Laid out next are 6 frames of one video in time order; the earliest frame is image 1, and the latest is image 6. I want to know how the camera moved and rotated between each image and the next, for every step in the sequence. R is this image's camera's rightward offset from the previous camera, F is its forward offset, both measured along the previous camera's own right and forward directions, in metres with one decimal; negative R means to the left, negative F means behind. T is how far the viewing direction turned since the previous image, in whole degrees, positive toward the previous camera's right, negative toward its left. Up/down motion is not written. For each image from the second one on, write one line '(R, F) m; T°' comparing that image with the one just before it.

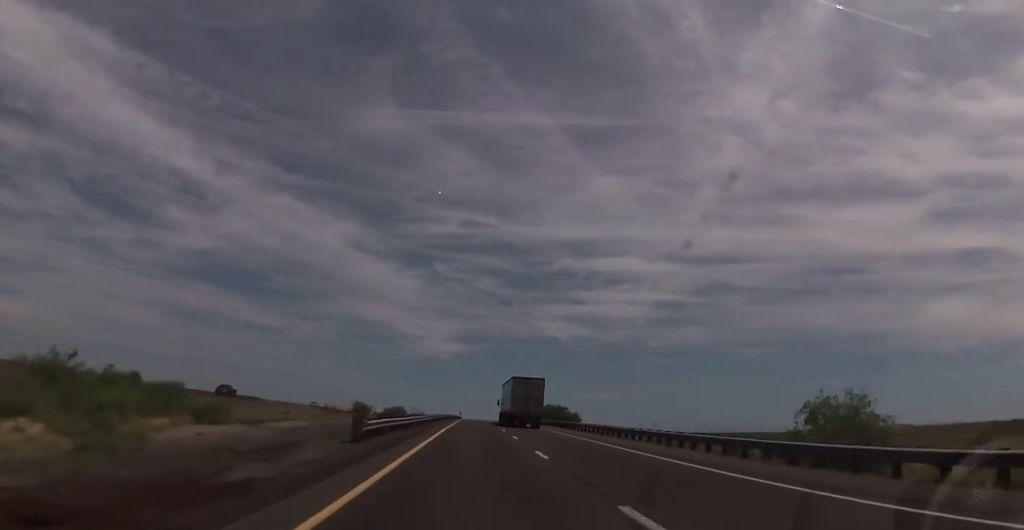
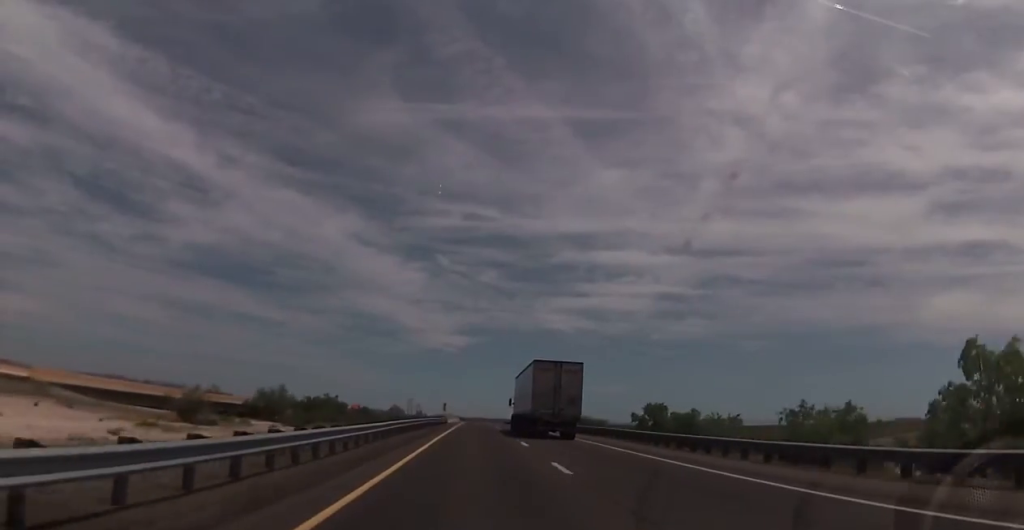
(+0.2, +113.2) m; -1°
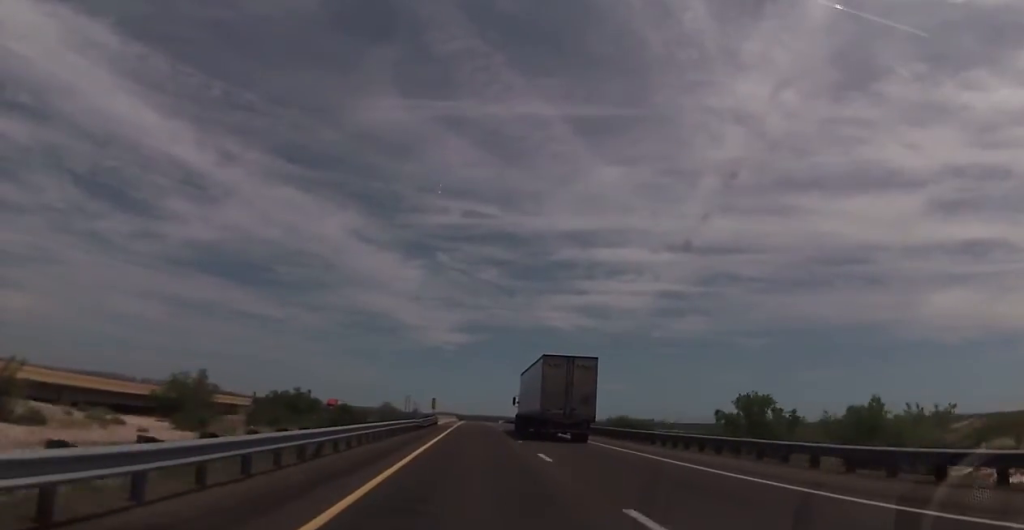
(-0.1, +20.5) m; 0°
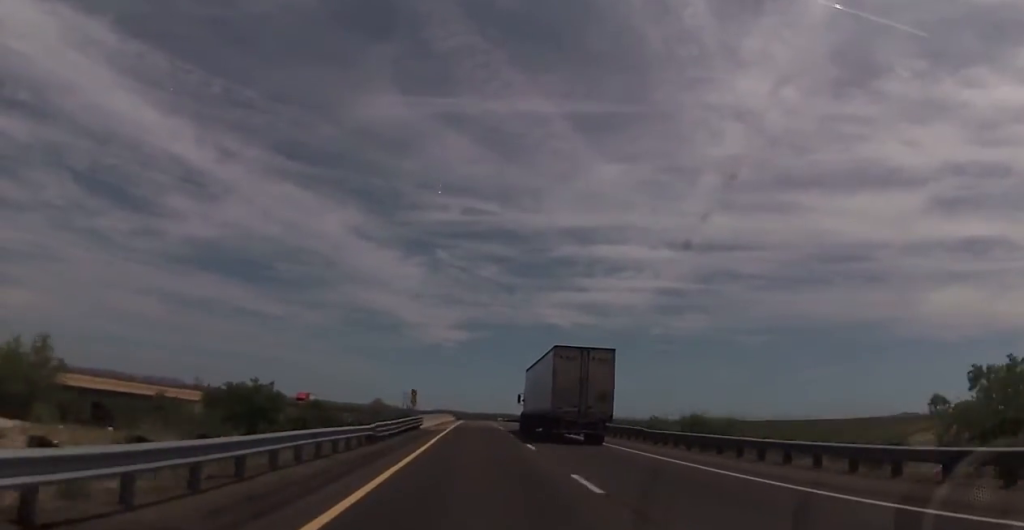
(-0.1, +19.3) m; 0°
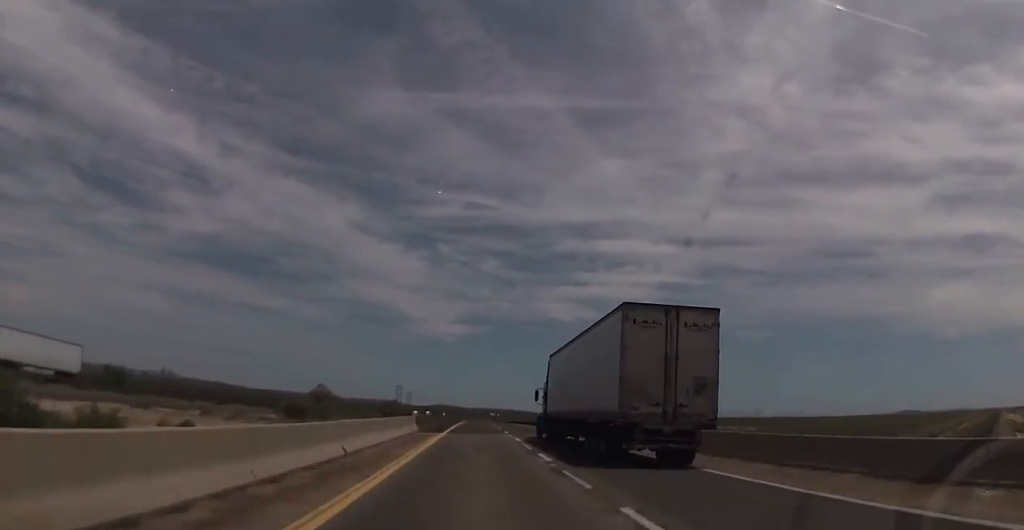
(+1.2, +65.2) m; +1°
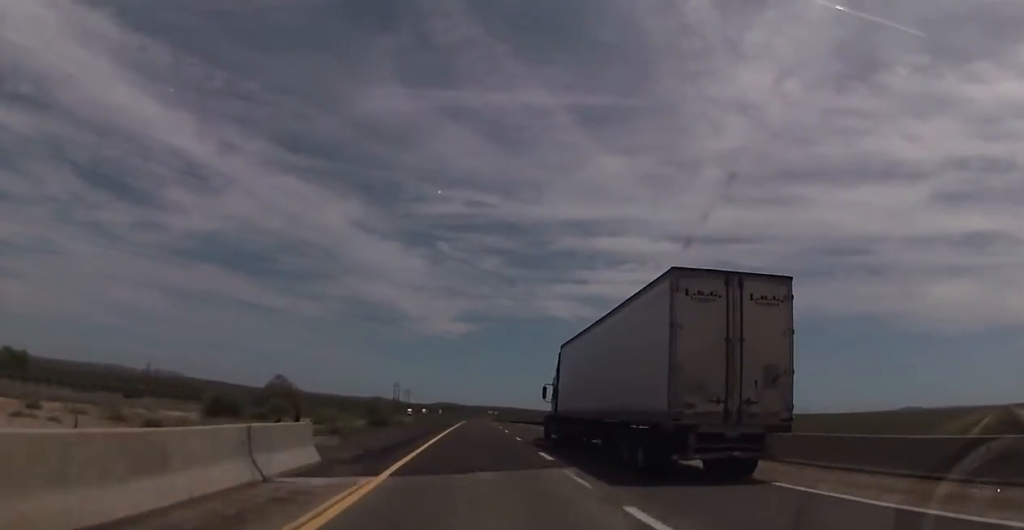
(-0.1, +24.3) m; 0°
